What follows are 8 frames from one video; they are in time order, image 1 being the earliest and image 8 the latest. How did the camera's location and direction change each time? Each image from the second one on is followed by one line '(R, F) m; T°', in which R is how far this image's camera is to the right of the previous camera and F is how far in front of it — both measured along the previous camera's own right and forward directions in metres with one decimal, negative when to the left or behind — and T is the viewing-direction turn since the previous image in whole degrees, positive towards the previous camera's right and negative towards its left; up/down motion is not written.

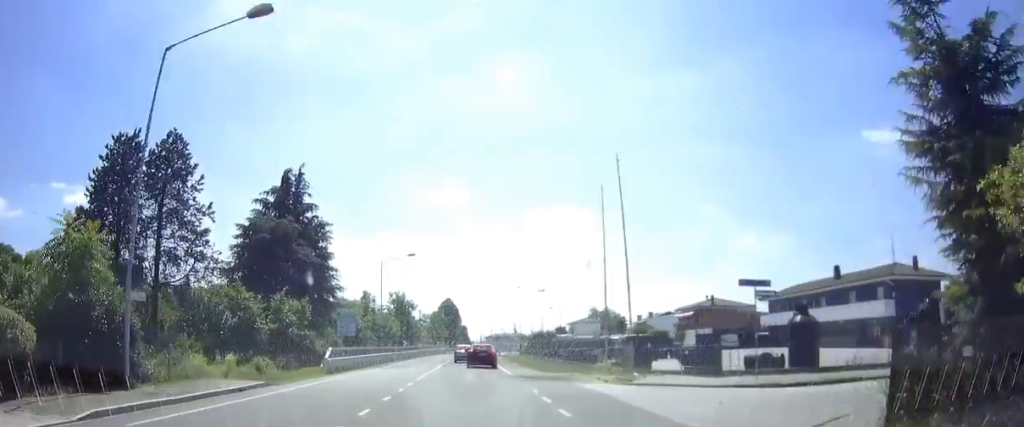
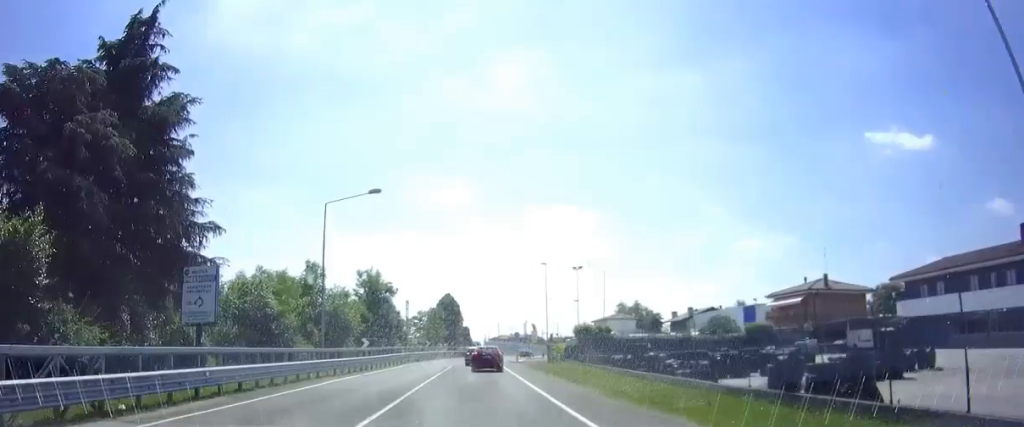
(-0.2, +25.8) m; 0°
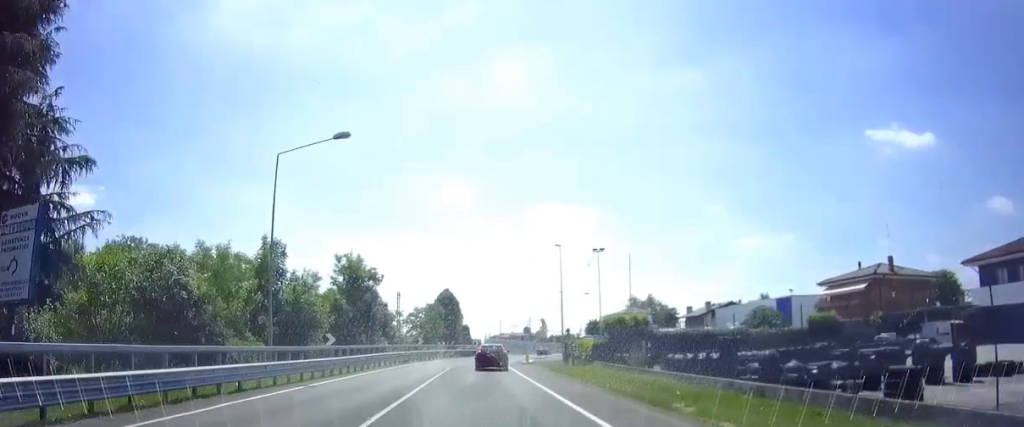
(0.0, +9.4) m; 0°
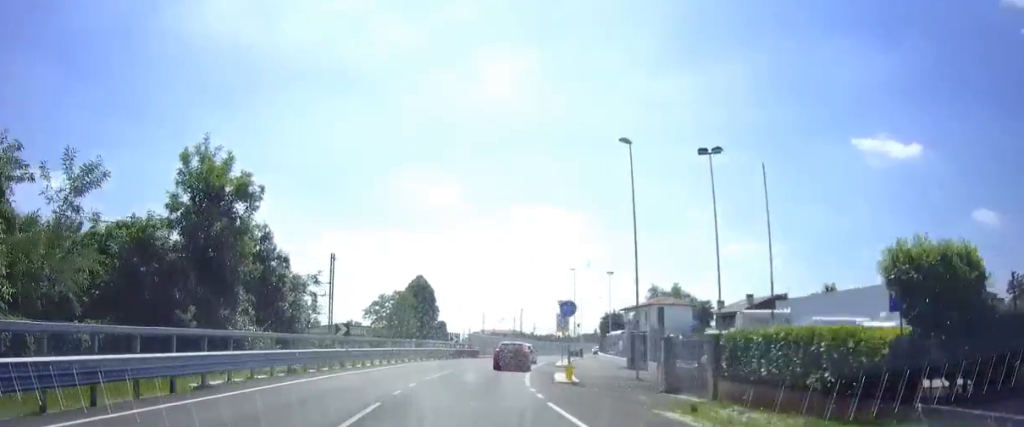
(+0.3, +25.3) m; +3°
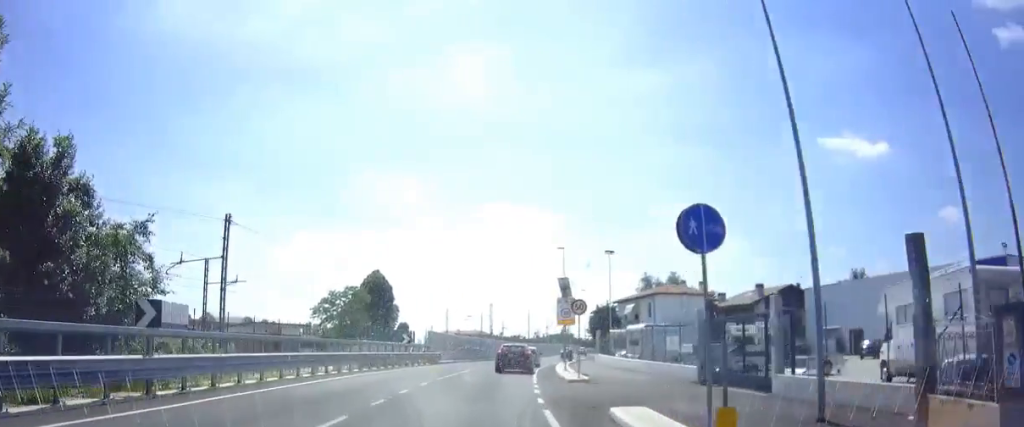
(+0.5, +14.6) m; +3°
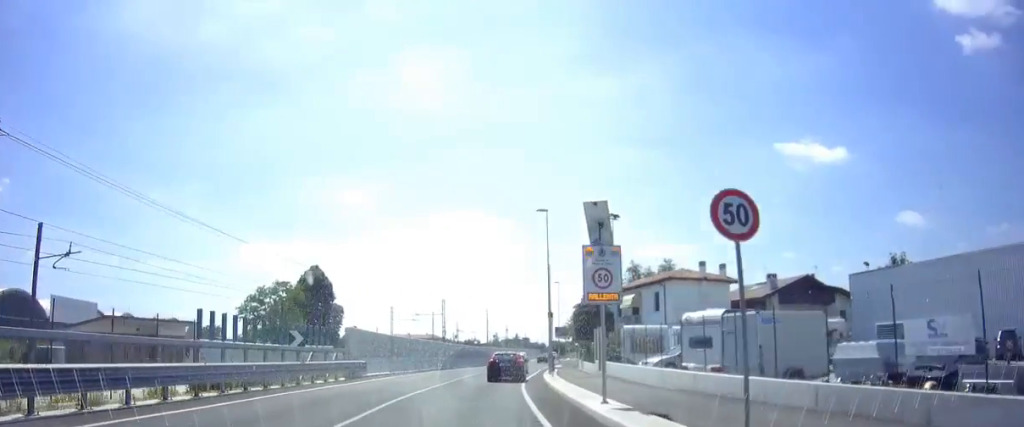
(+0.4, +15.0) m; +4°
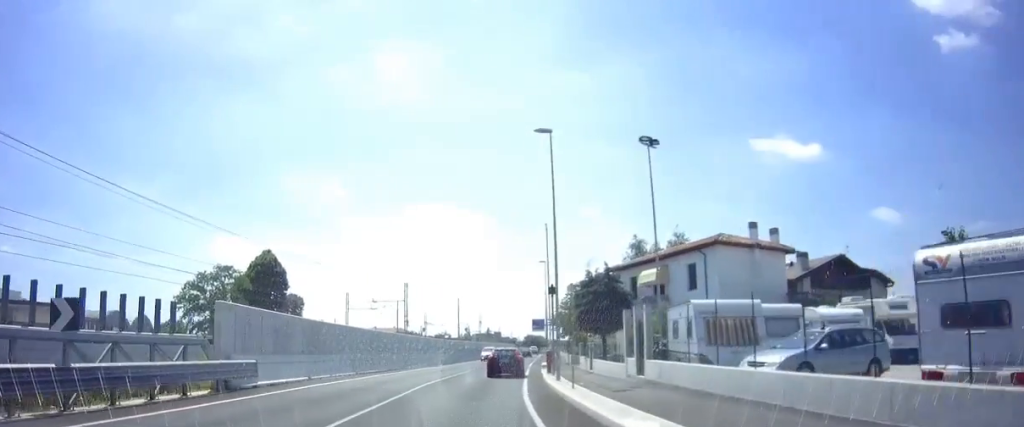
(+0.3, +12.1) m; +3°
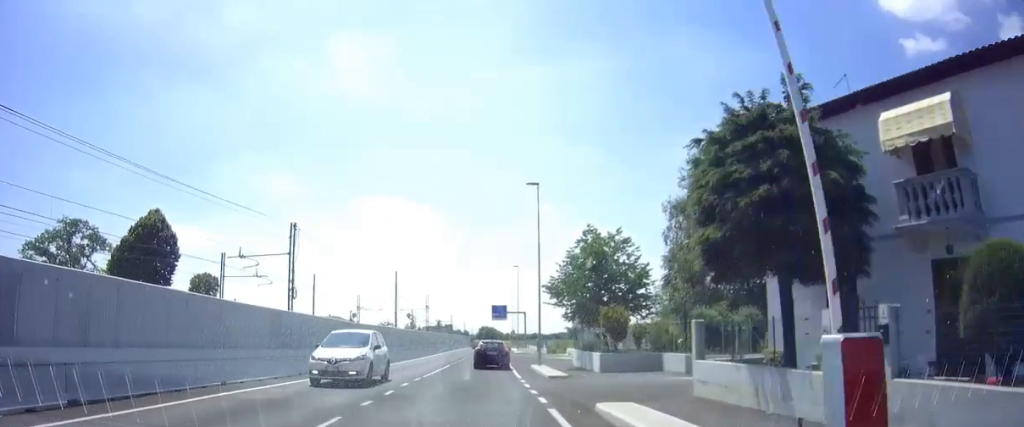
(+1.1, +25.0) m; +4°
